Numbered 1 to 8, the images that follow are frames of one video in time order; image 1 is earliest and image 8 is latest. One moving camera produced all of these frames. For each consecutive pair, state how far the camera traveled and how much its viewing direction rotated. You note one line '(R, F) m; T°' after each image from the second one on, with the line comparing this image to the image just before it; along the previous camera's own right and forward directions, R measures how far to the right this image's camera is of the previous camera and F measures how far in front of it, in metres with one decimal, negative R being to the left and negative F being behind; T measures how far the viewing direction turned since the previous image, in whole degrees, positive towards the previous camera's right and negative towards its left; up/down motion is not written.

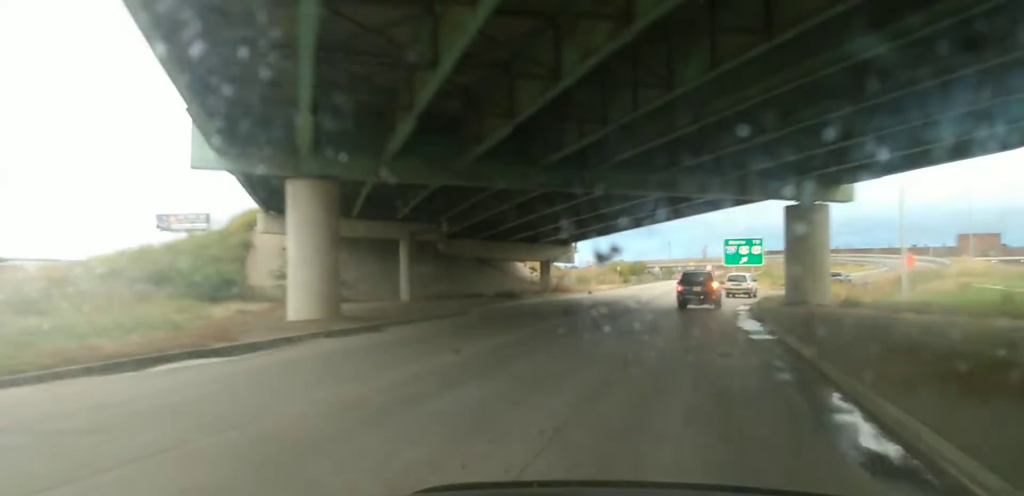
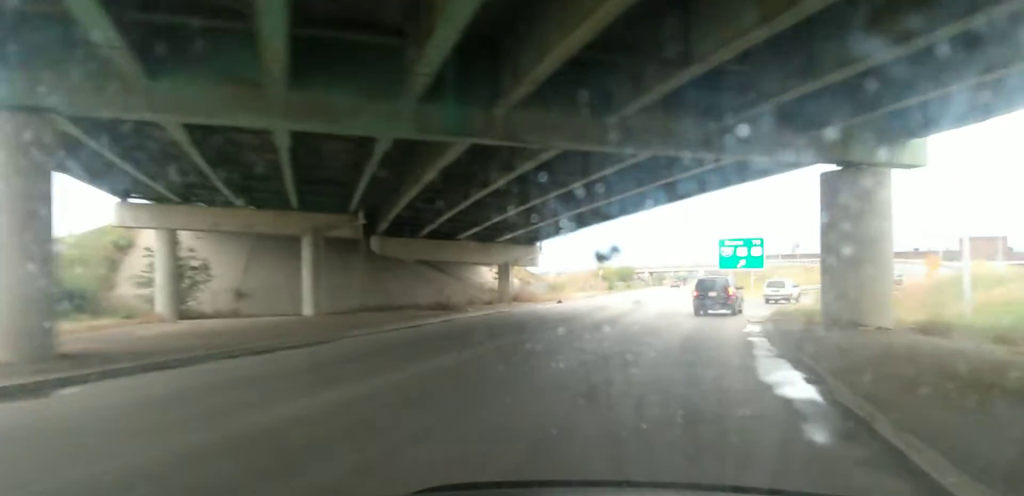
(-0.1, +11.9) m; +1°
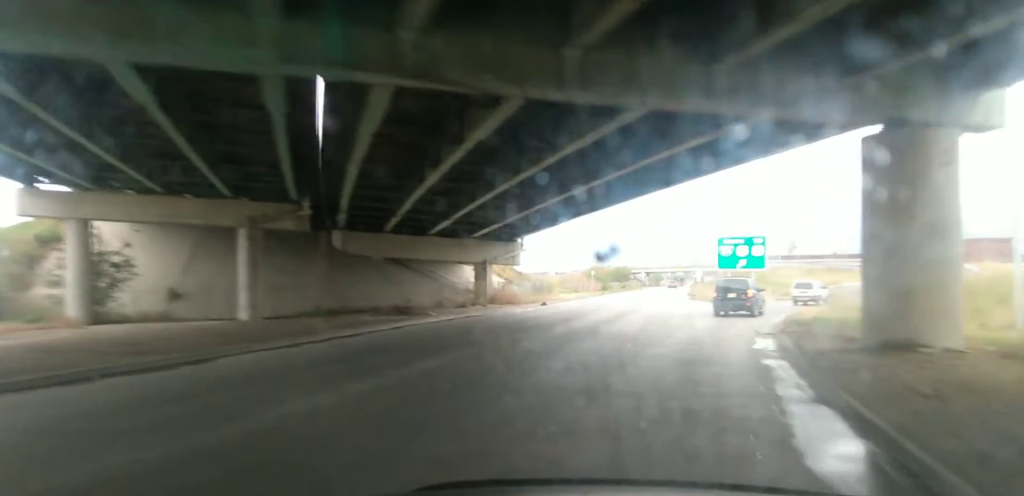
(+0.2, +6.2) m; -5°
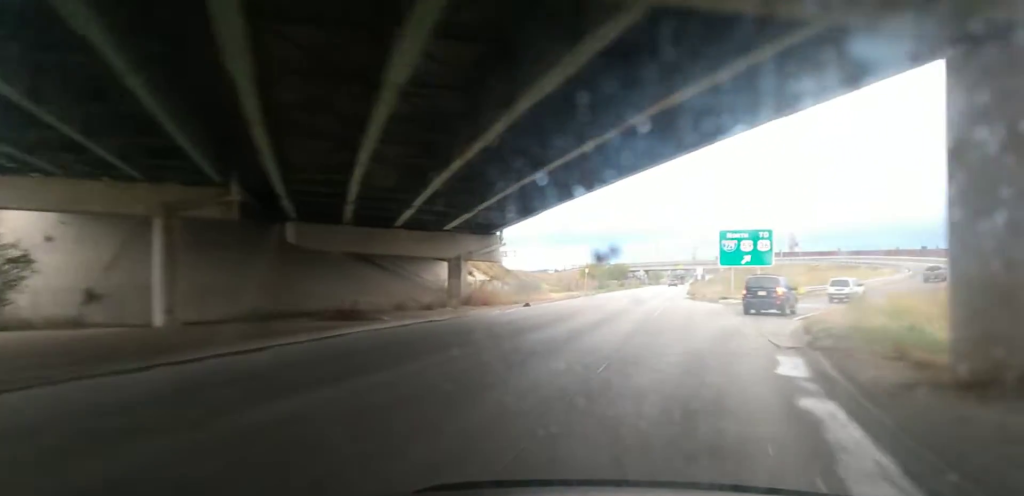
(+0.7, +5.2) m; -6°
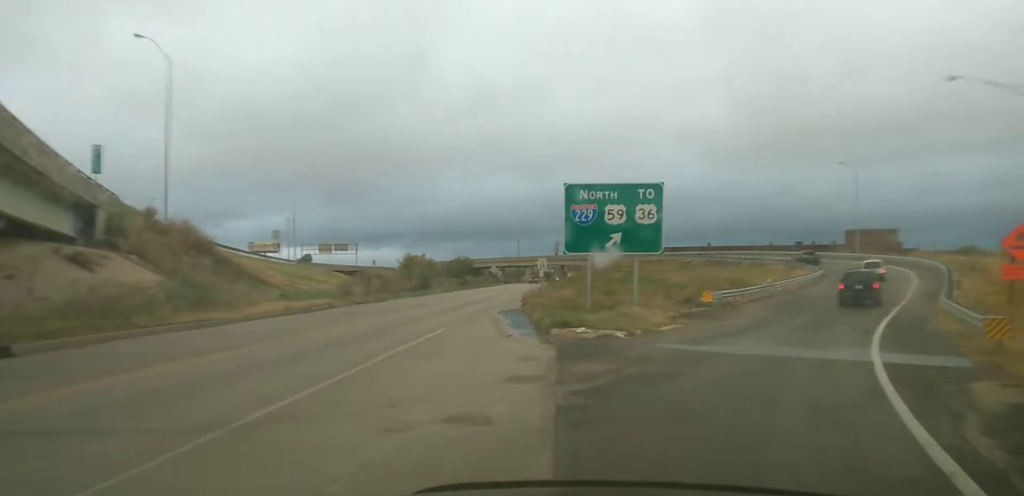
(-3.0, +32.5) m; +13°
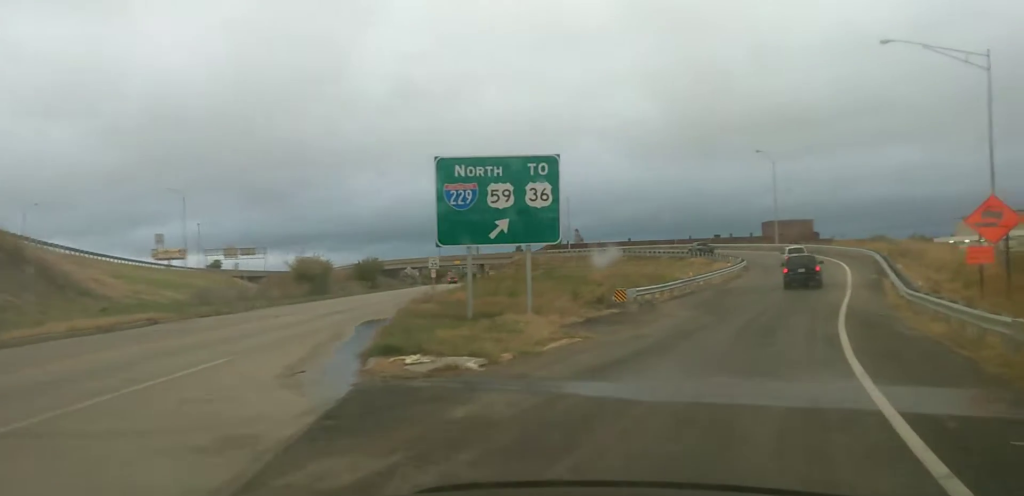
(+0.9, +8.5) m; +8°
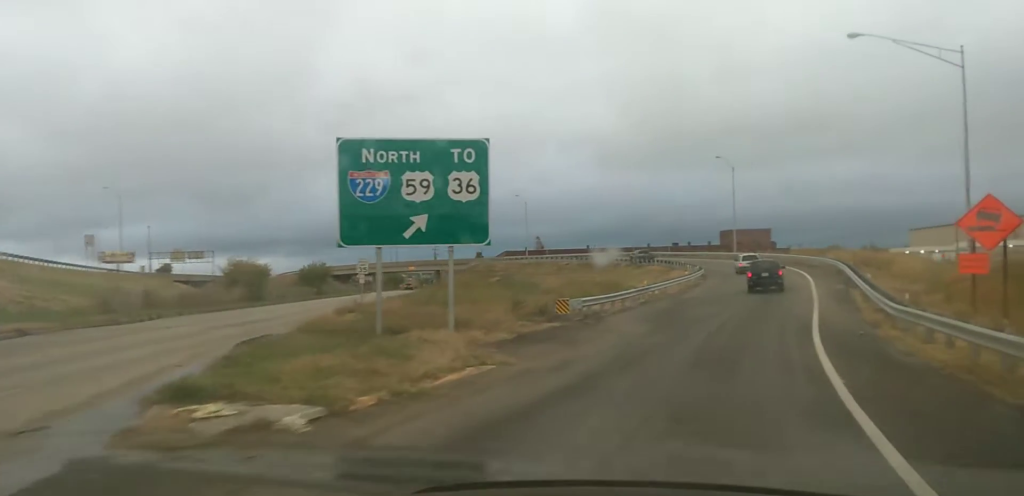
(+0.2, +5.0) m; +2°
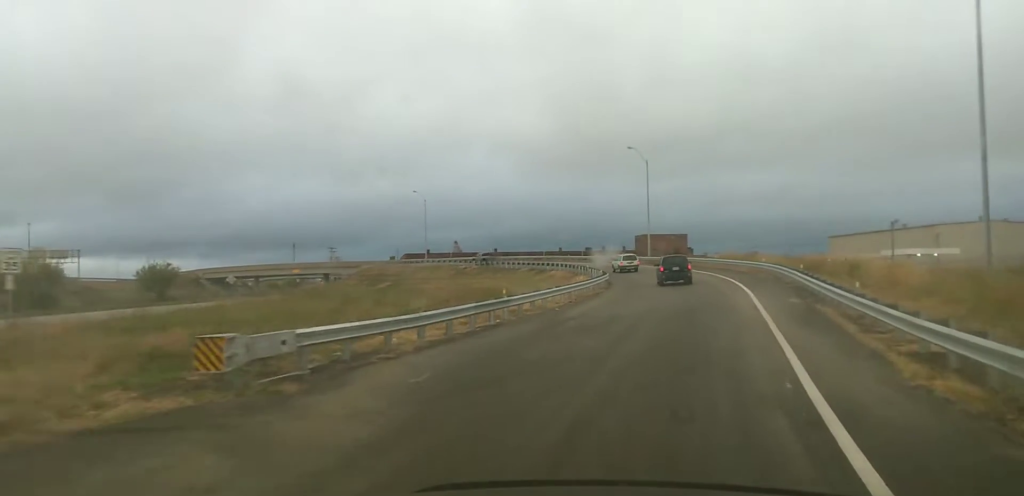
(+0.7, +15.5) m; +6°
